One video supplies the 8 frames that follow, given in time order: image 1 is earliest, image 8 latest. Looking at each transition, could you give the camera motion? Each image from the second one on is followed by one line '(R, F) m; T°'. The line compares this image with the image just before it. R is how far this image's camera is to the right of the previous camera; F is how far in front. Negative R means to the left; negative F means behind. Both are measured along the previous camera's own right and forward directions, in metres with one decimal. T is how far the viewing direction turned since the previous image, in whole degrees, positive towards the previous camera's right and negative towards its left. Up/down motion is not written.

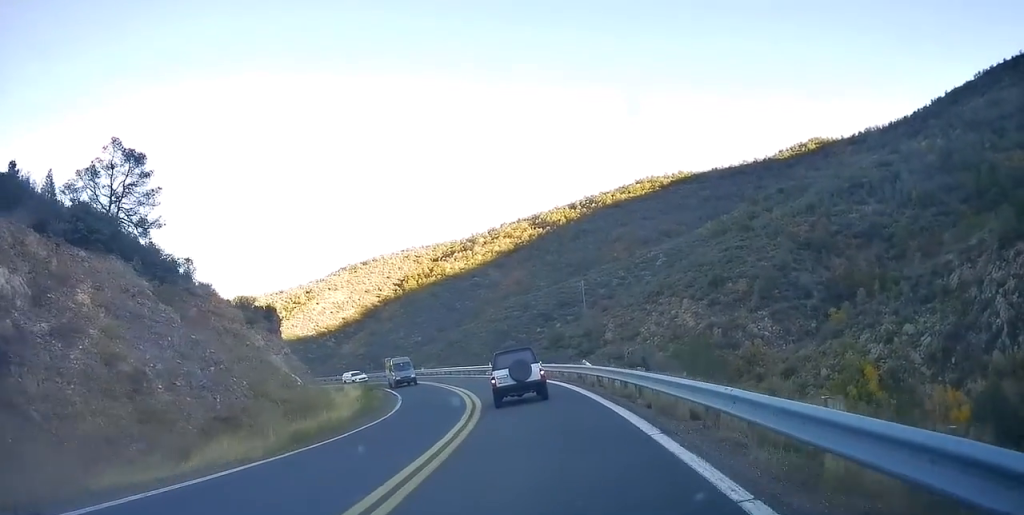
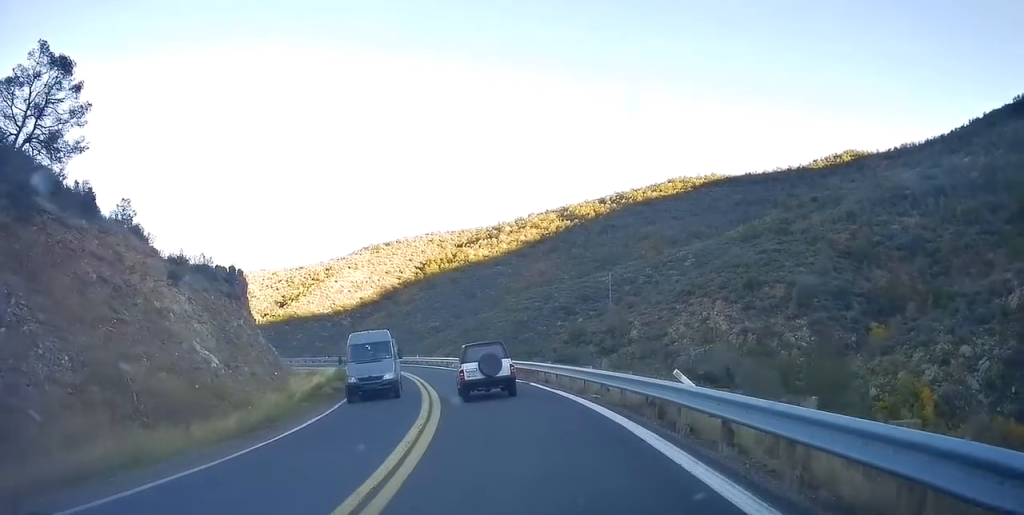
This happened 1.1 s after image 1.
(-0.3, +12.8) m; -2°
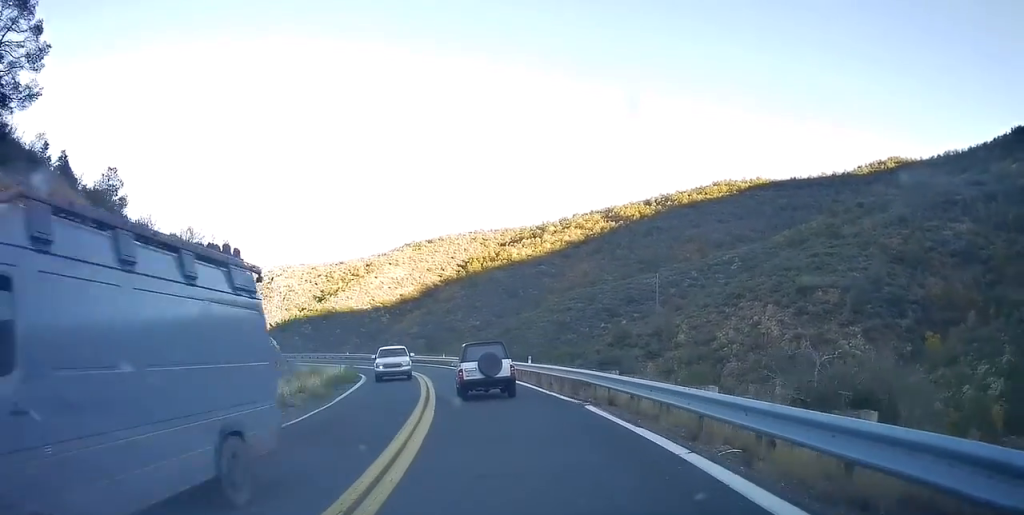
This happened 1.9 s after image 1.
(+0.1, +8.3) m; -3°
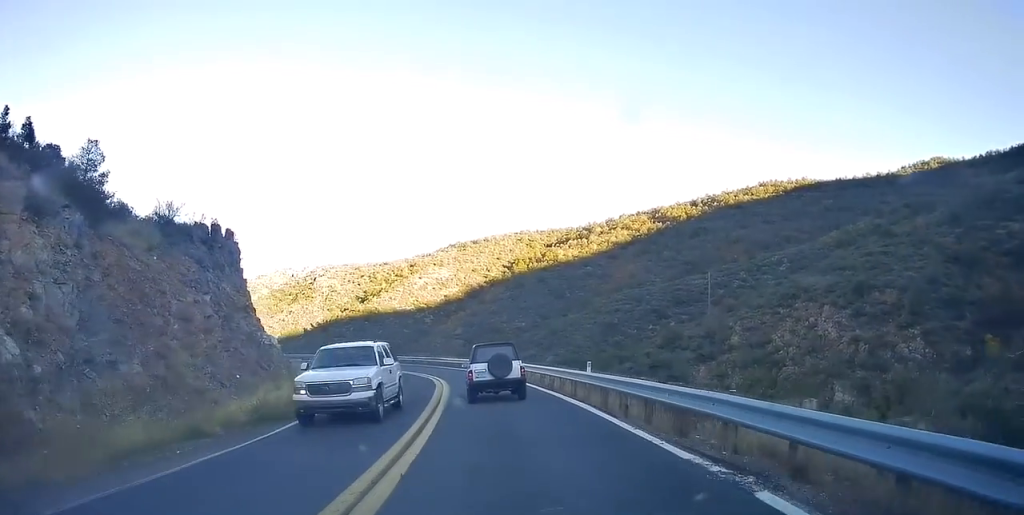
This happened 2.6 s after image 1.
(-0.4, +8.1) m; -3°
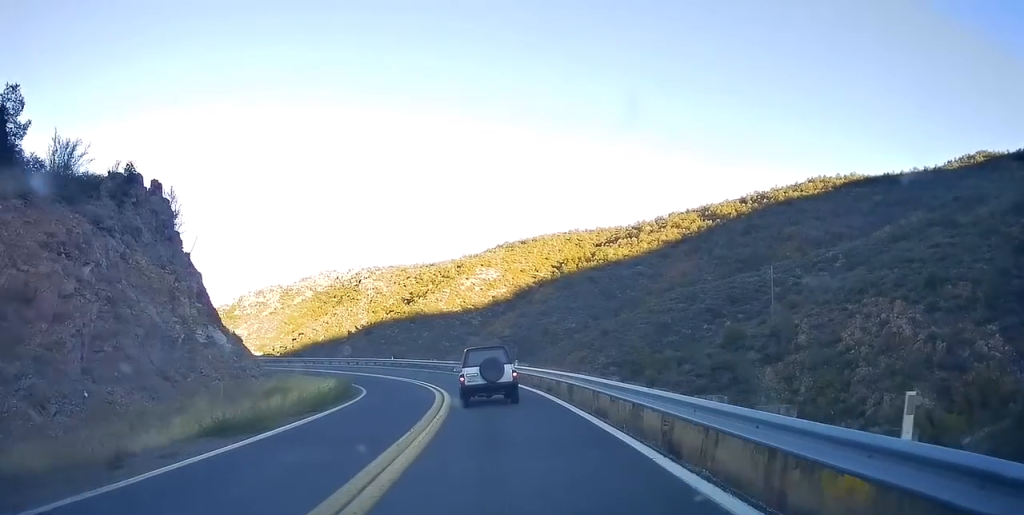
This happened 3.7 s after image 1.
(-0.3, +13.3) m; -3°
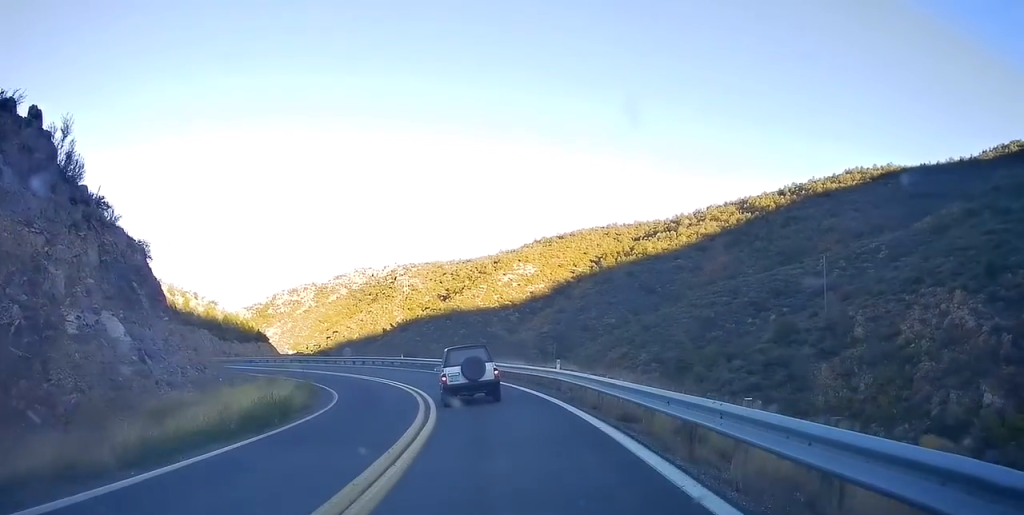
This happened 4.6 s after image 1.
(-0.3, +10.8) m; -5°
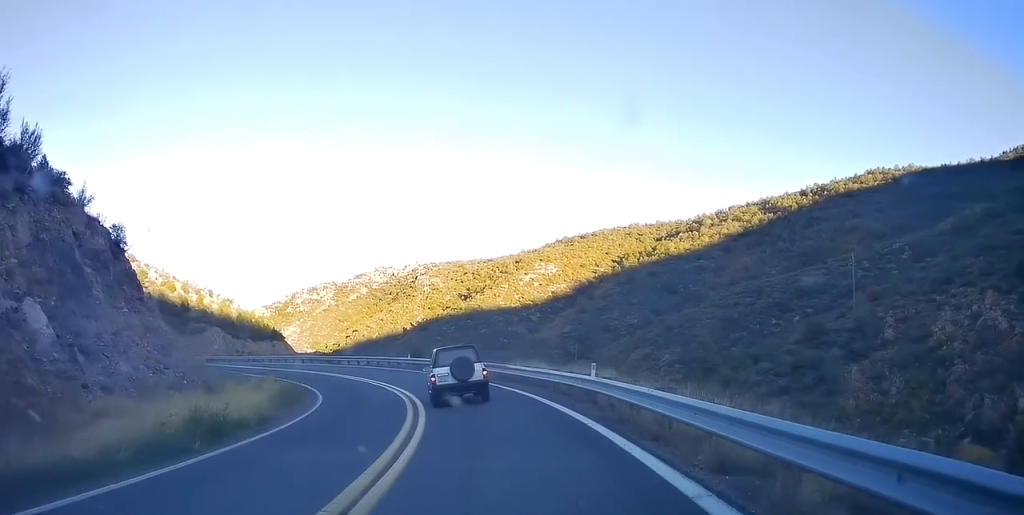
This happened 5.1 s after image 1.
(-0.2, +5.0) m; -3°
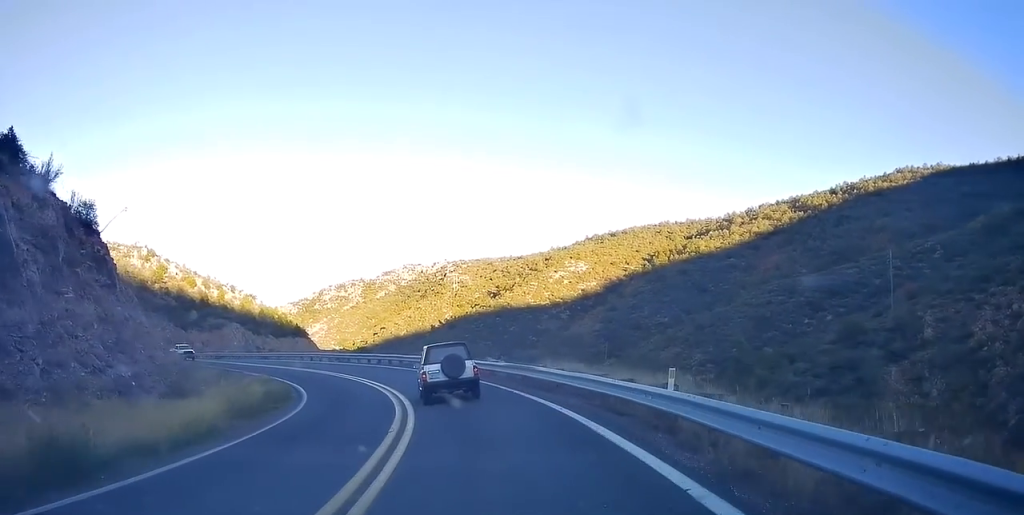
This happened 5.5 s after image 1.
(-0.1, +5.4) m; -4°
